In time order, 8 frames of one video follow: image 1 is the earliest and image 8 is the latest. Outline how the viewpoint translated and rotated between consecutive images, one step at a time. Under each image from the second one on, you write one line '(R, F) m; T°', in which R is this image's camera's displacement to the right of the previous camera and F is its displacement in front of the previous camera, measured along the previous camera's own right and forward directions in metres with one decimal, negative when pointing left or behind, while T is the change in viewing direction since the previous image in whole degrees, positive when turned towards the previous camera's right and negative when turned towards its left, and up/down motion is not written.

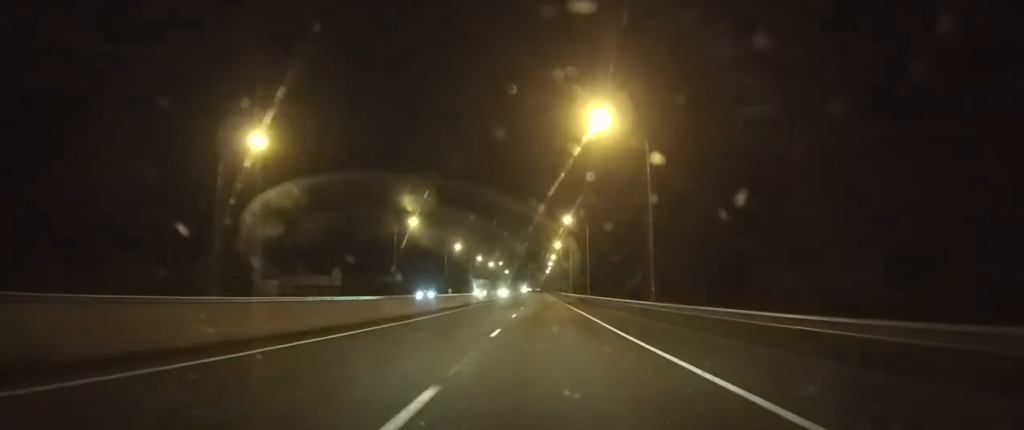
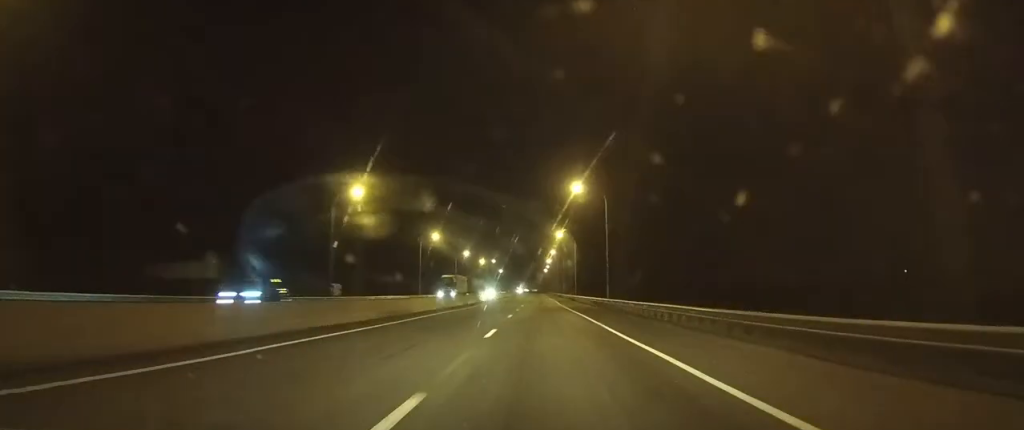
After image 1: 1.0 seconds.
(+0.1, +24.1) m; 0°
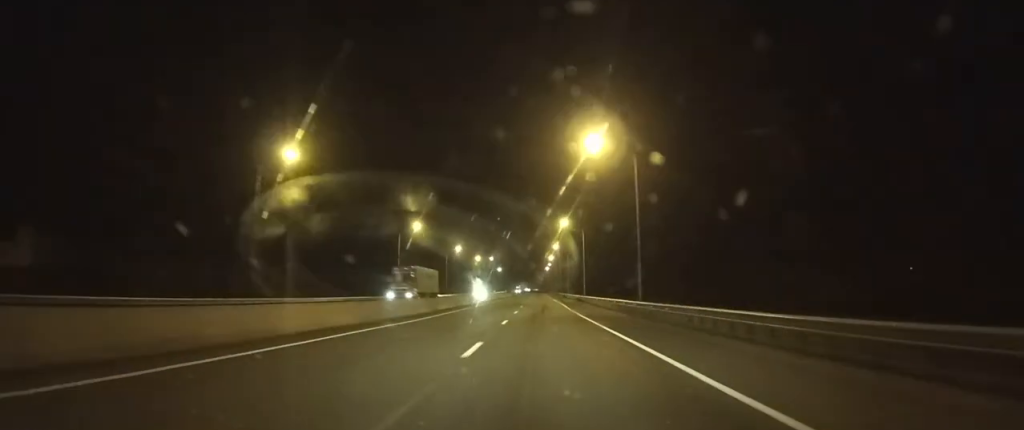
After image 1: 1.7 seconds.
(0.0, +16.3) m; 0°
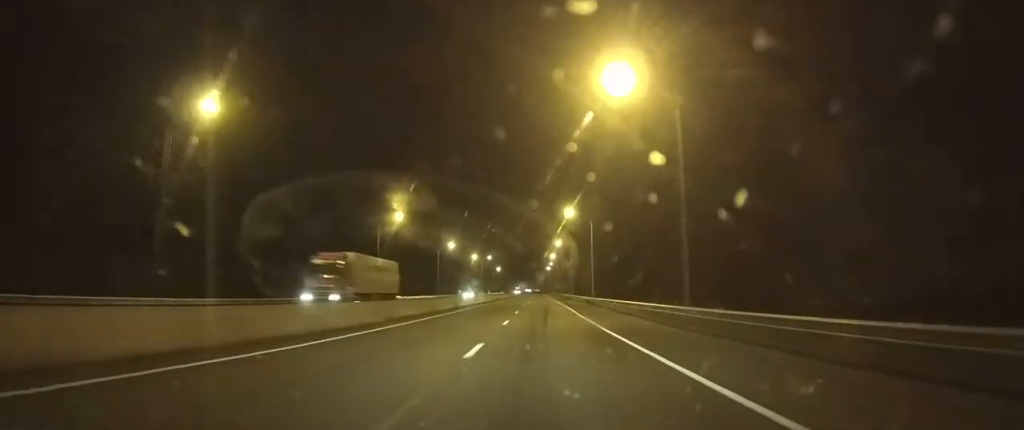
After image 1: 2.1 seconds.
(0.0, +11.5) m; 0°
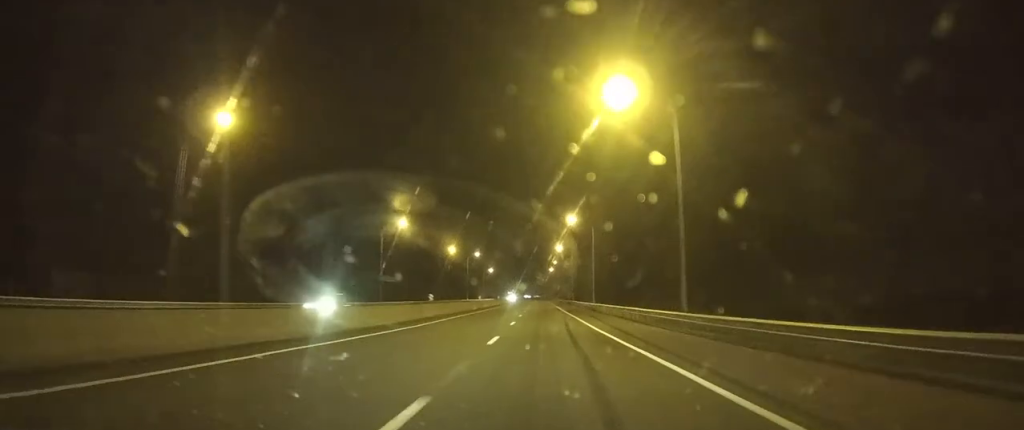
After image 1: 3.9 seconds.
(+0.2, +43.5) m; 0°
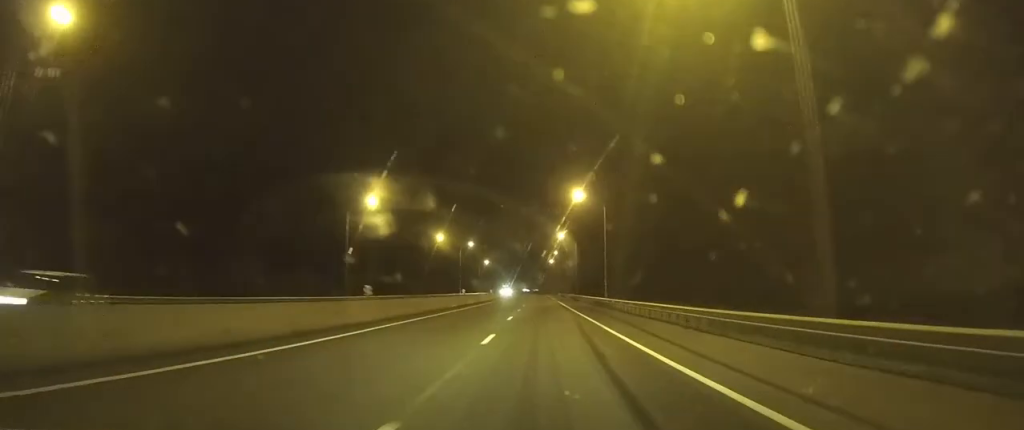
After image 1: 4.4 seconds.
(0.0, +13.6) m; 0°
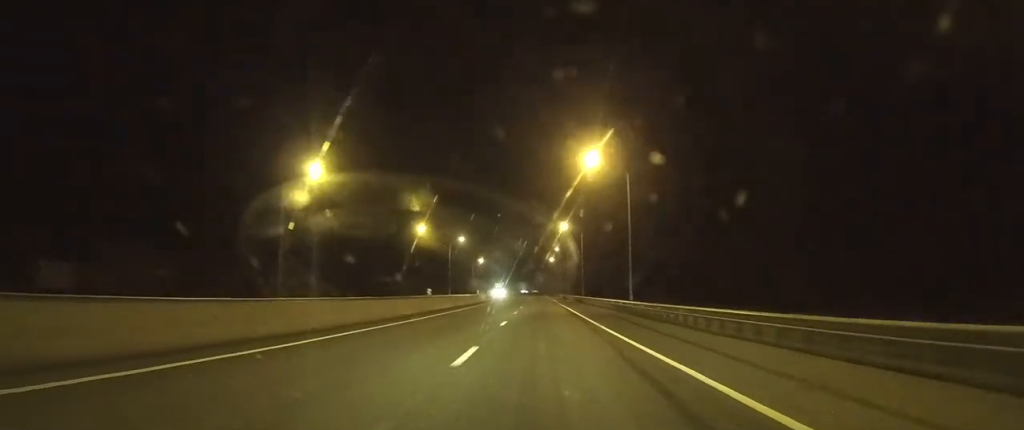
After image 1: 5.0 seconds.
(0.0, +16.3) m; 0°
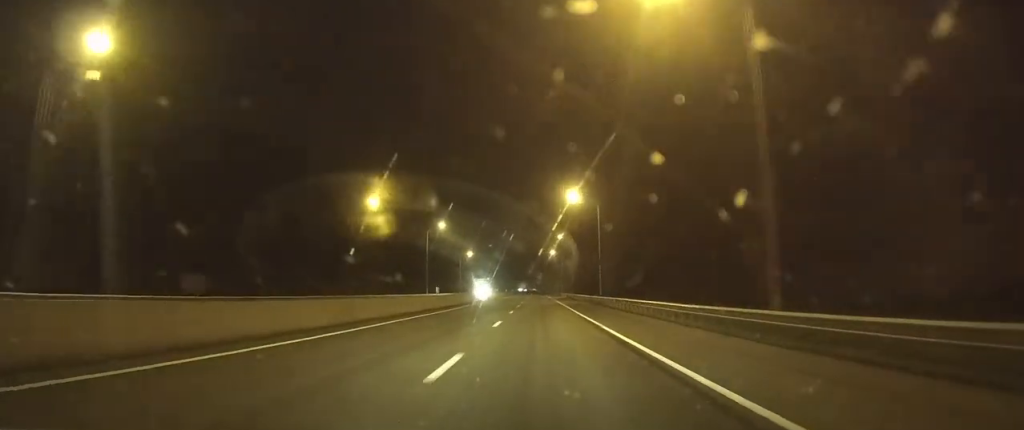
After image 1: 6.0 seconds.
(+0.1, +25.9) m; 0°
